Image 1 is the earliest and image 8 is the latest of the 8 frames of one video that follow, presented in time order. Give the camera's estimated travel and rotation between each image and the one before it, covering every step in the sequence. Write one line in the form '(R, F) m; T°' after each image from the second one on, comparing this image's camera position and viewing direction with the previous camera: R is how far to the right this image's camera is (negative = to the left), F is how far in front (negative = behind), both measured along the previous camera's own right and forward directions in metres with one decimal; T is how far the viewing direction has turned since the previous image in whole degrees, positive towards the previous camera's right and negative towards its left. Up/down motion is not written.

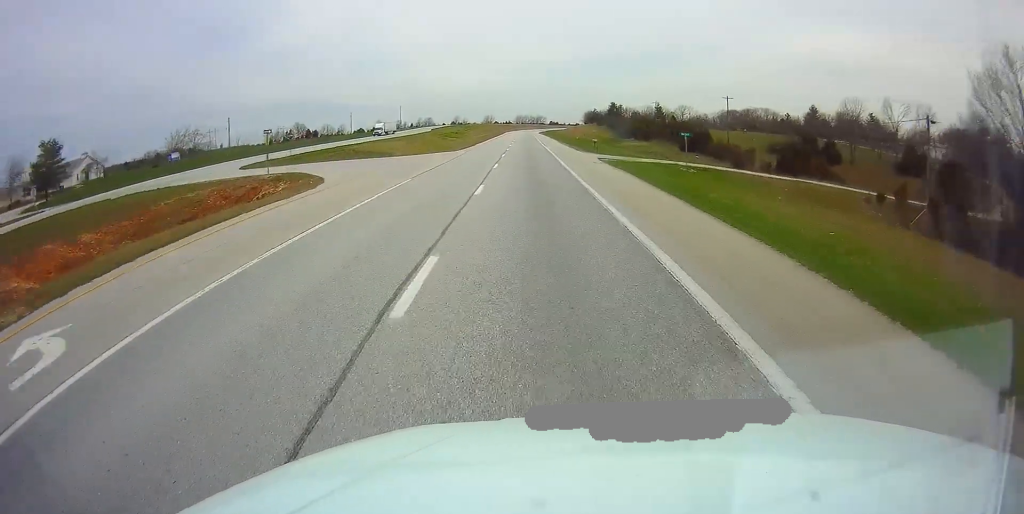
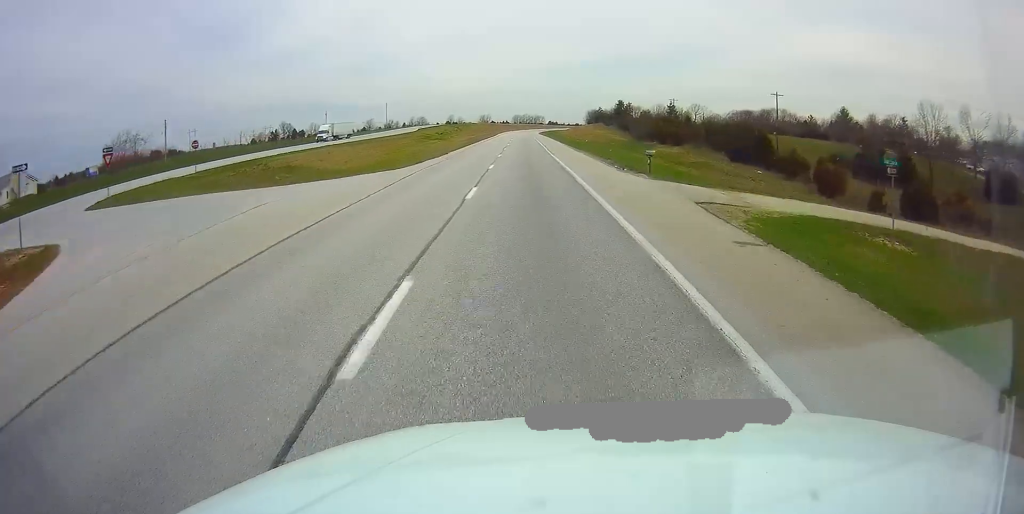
(0.0, +25.6) m; 0°
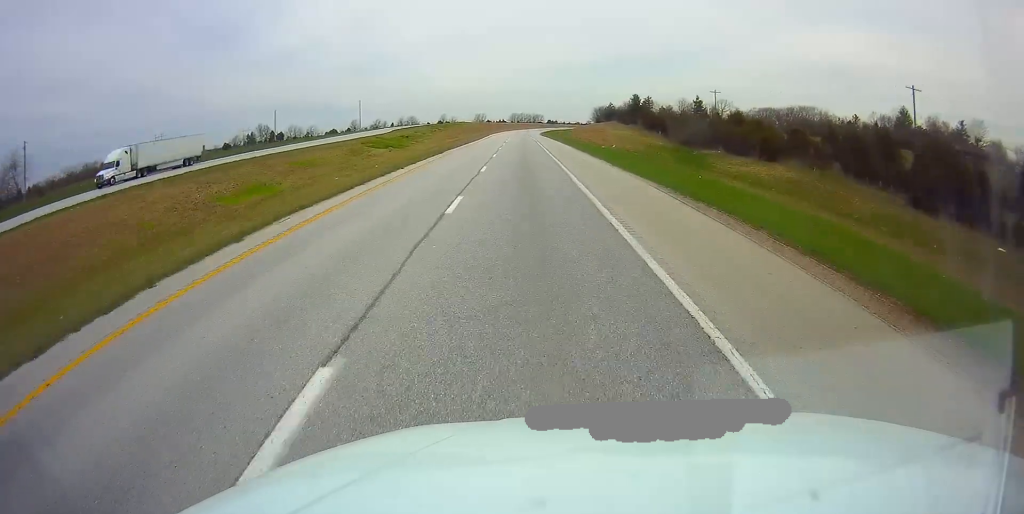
(+0.2, +38.9) m; 0°
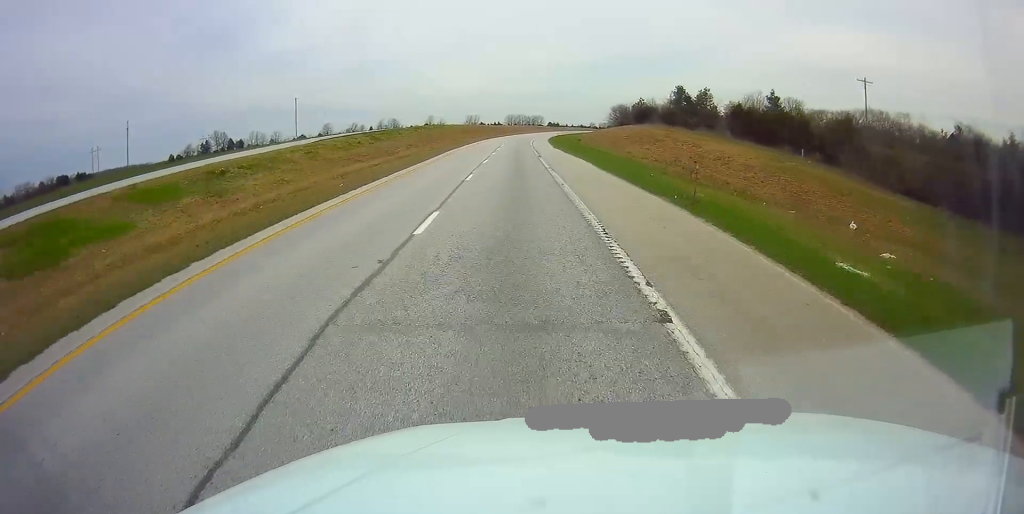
(-0.3, +62.3) m; 0°
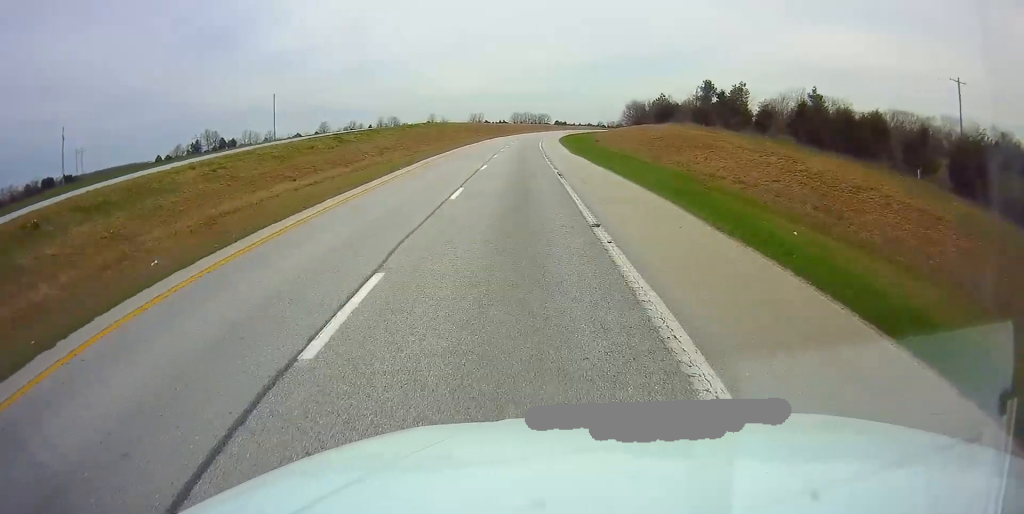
(0.0, +18.4) m; 0°
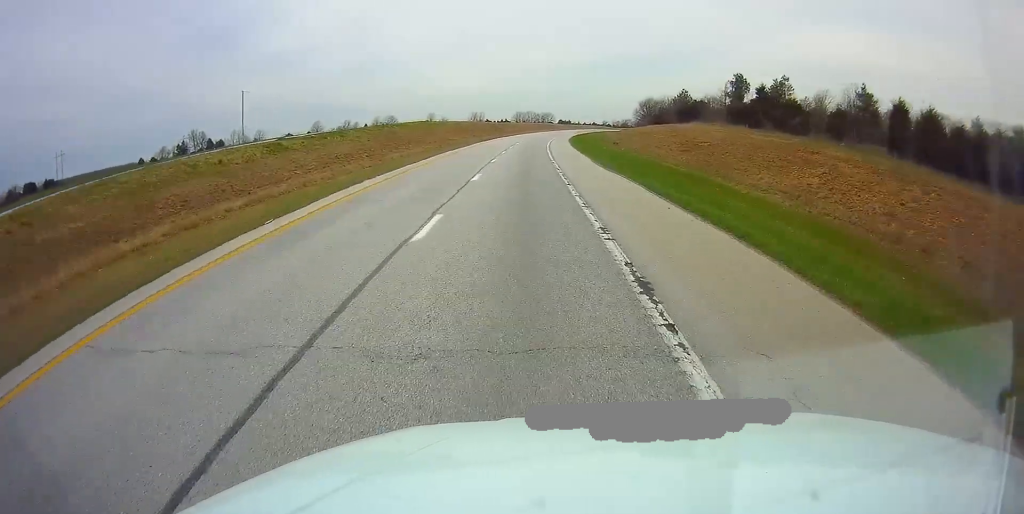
(+0.1, +18.4) m; 0°
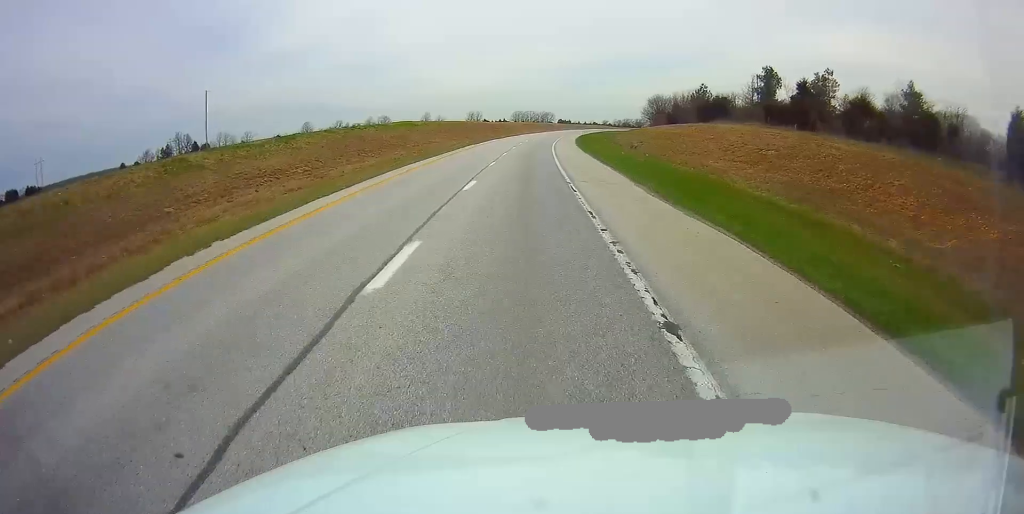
(0.0, +15.4) m; 0°
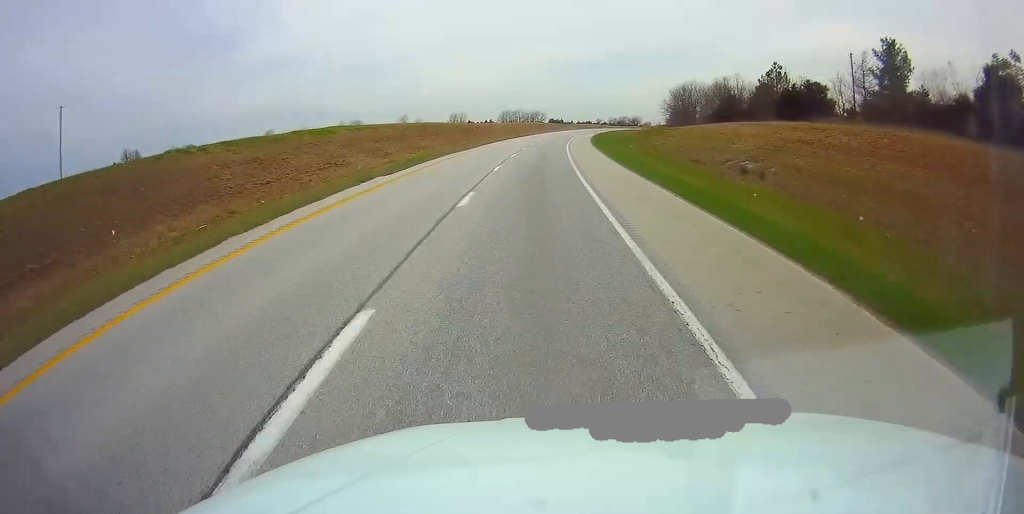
(+0.4, +40.0) m; +2°
